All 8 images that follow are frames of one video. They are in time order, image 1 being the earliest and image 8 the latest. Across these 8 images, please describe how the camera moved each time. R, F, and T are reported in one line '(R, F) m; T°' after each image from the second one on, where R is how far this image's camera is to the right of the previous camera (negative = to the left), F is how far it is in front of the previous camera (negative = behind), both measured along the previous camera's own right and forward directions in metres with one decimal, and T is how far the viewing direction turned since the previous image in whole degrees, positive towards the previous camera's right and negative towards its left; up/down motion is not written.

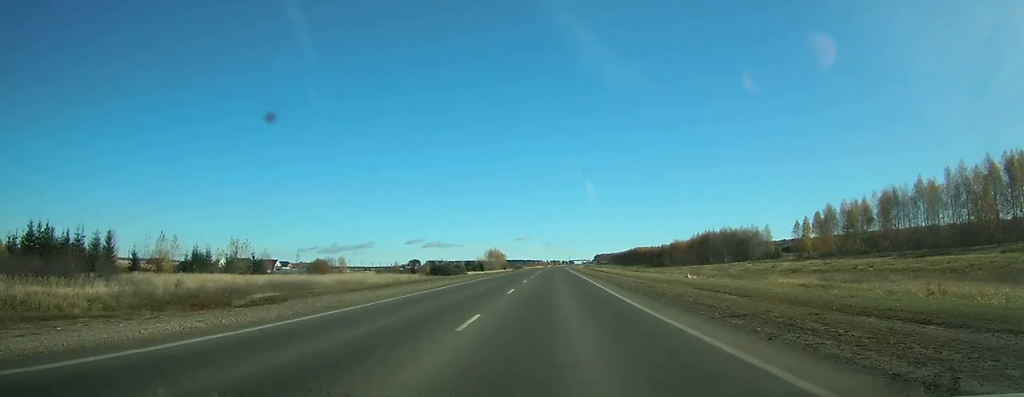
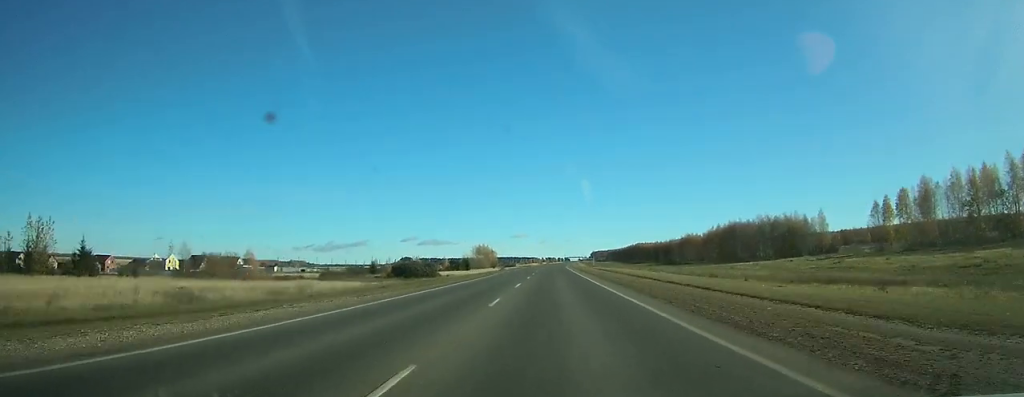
(+0.2, +42.8) m; +1°
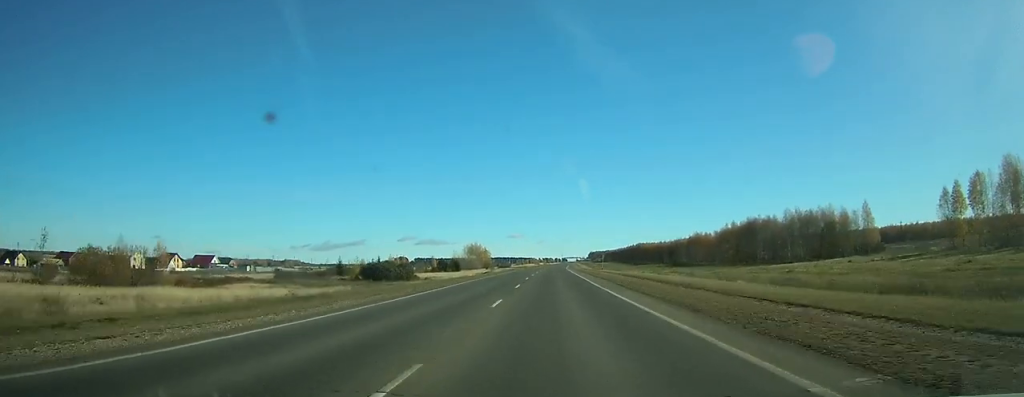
(+0.2, +23.9) m; 0°
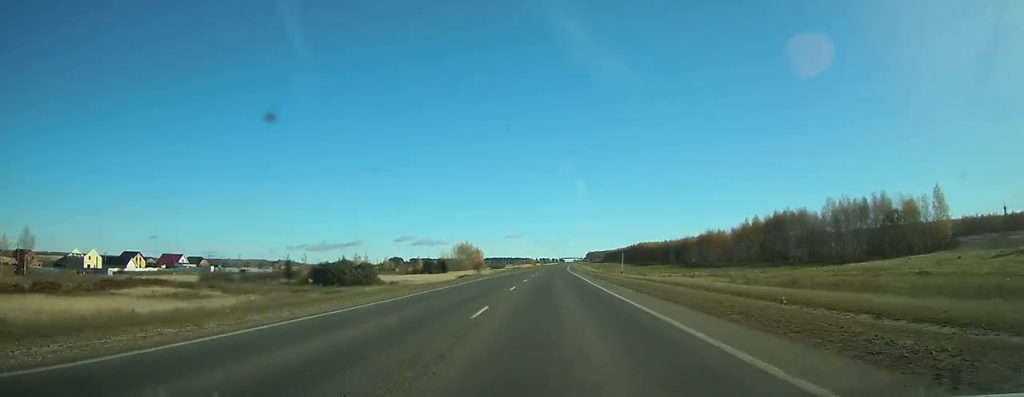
(+0.1, +27.3) m; 0°
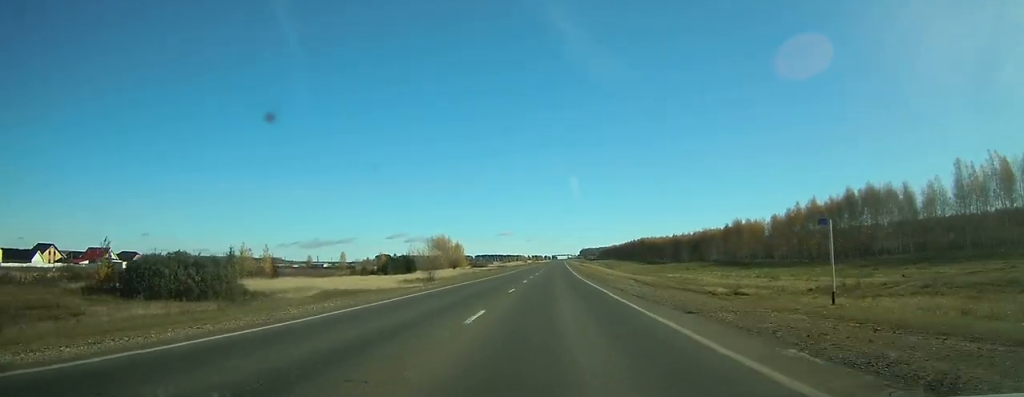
(0.0, +49.2) m; 0°
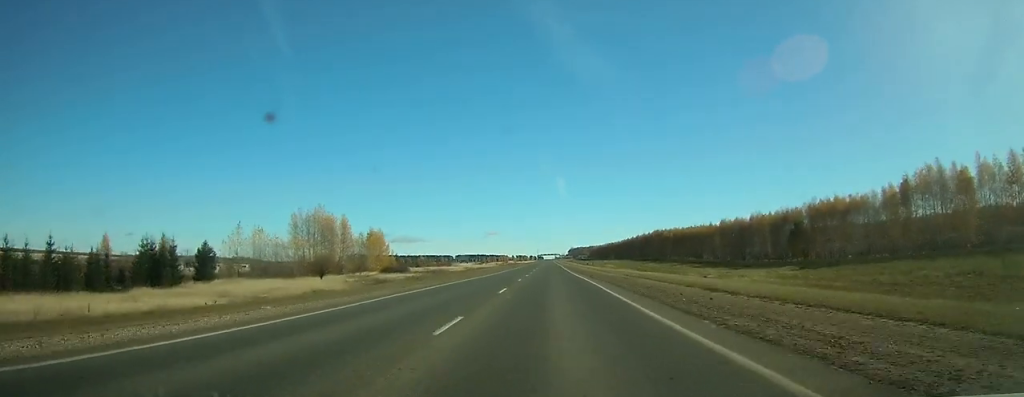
(+1.3, +123.5) m; +1°
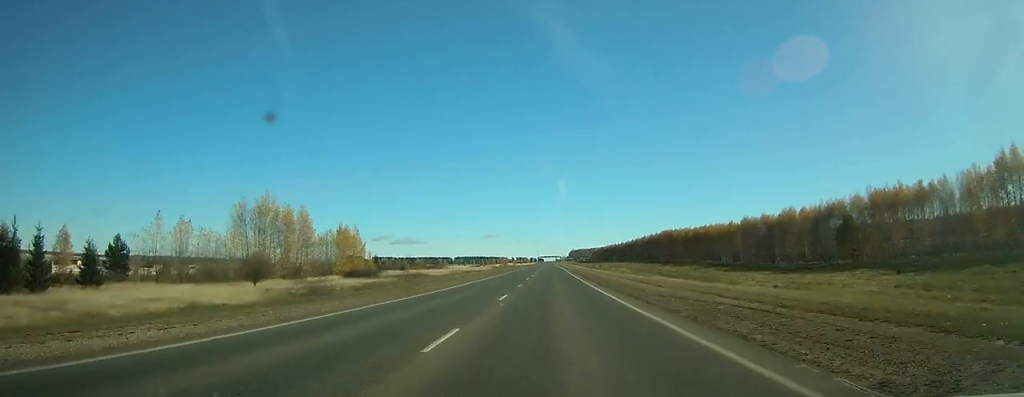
(0.0, +25.4) m; 0°
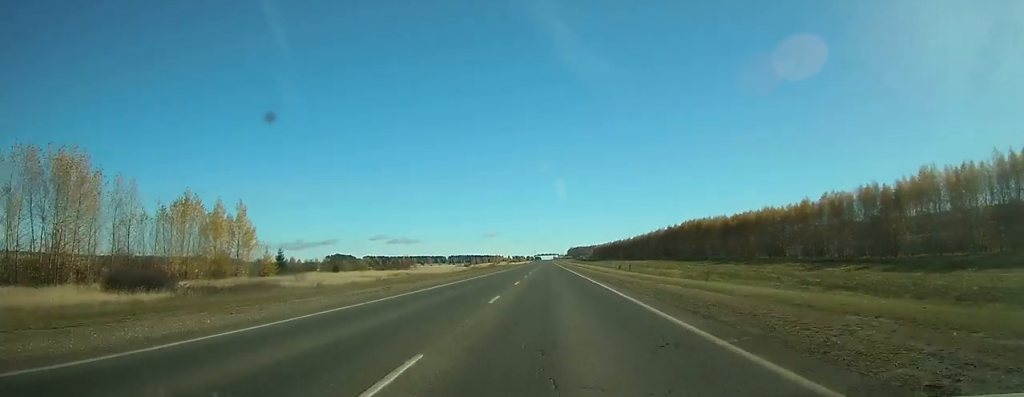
(+0.2, +63.5) m; 0°
